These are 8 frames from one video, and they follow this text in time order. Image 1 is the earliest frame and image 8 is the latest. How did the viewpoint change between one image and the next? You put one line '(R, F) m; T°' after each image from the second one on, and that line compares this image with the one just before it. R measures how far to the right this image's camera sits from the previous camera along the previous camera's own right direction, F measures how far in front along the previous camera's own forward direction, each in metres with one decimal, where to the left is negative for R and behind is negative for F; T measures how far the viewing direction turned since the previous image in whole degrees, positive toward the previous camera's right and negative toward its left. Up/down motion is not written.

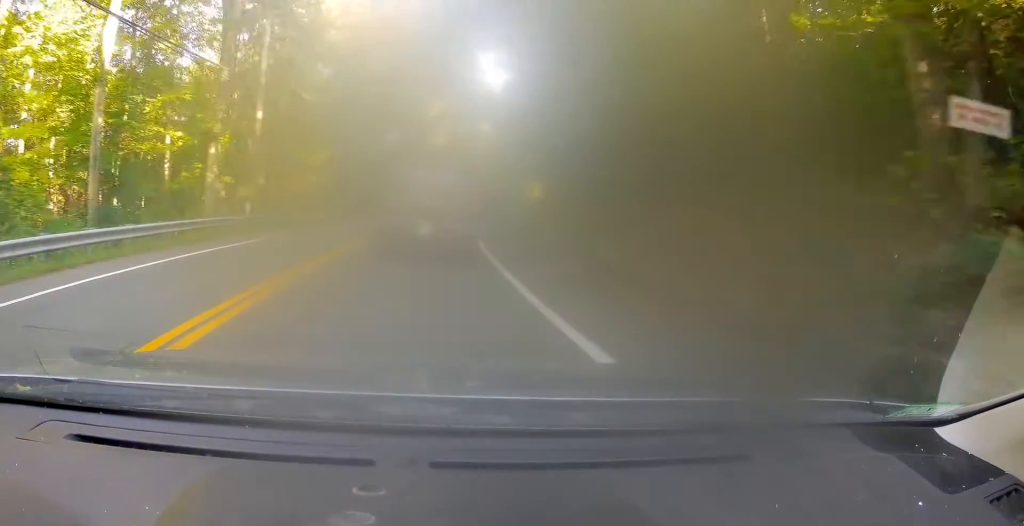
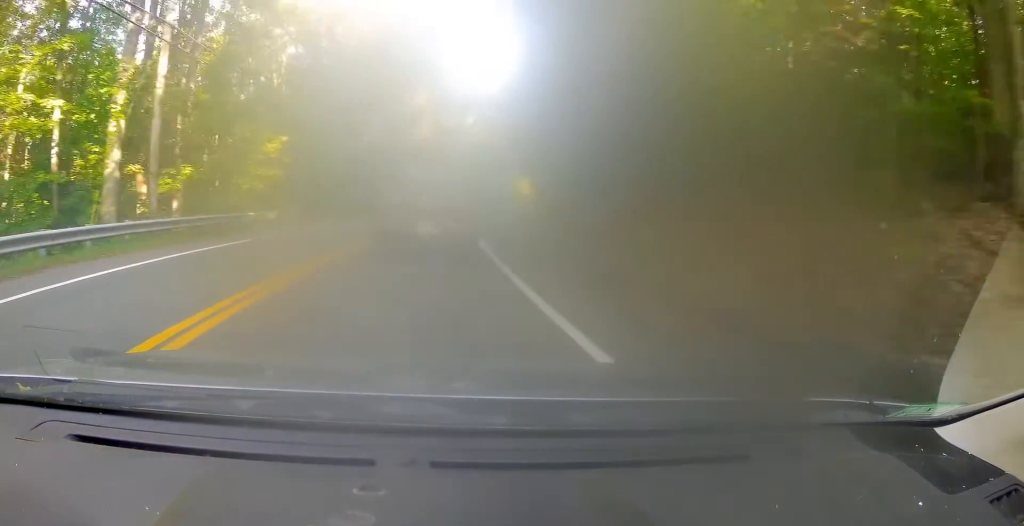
(+0.2, +8.5) m; +1°
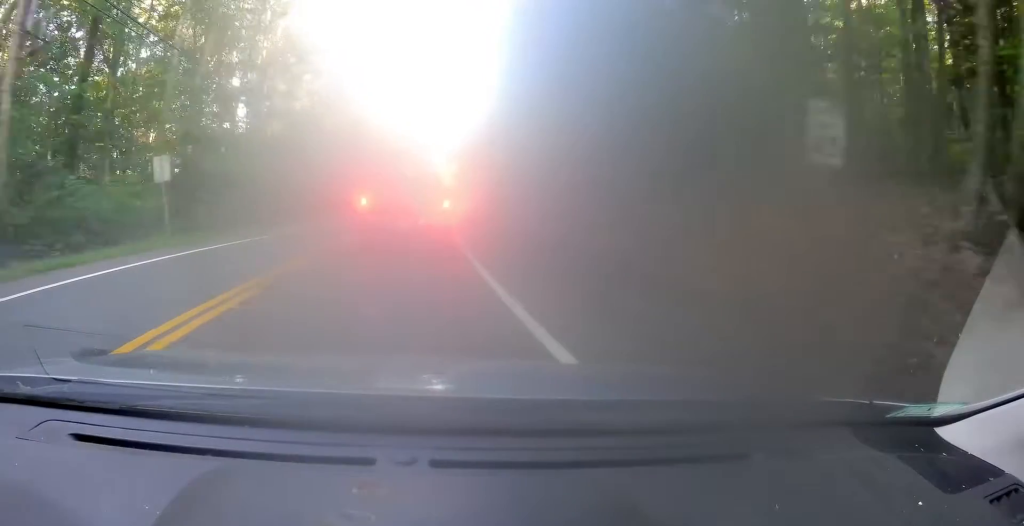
(+1.9, +43.9) m; +6°
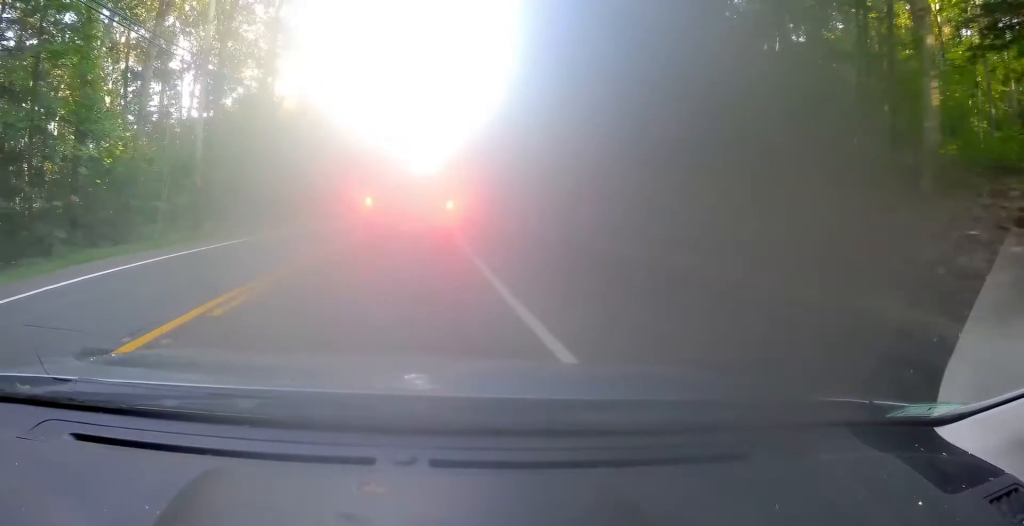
(+0.3, +17.3) m; +3°
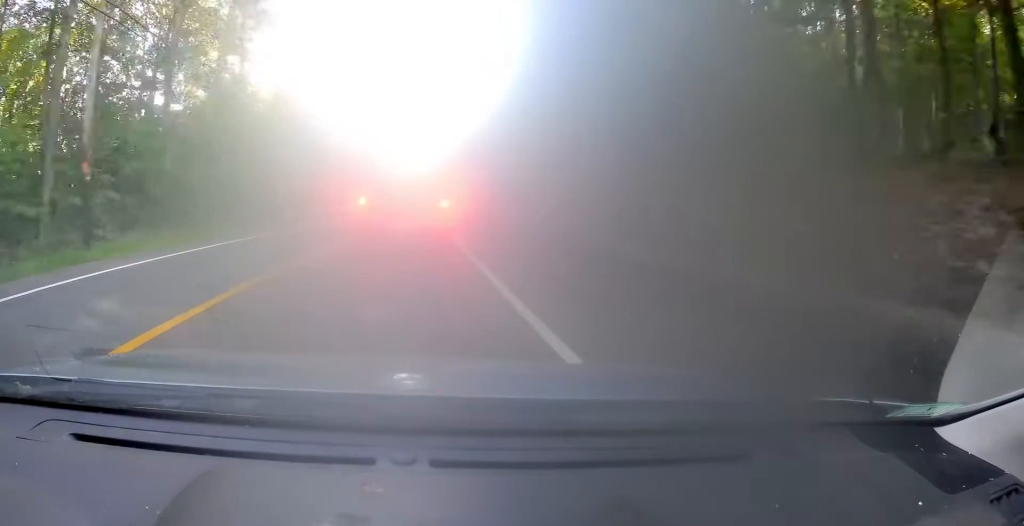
(+0.3, +8.3) m; +1°
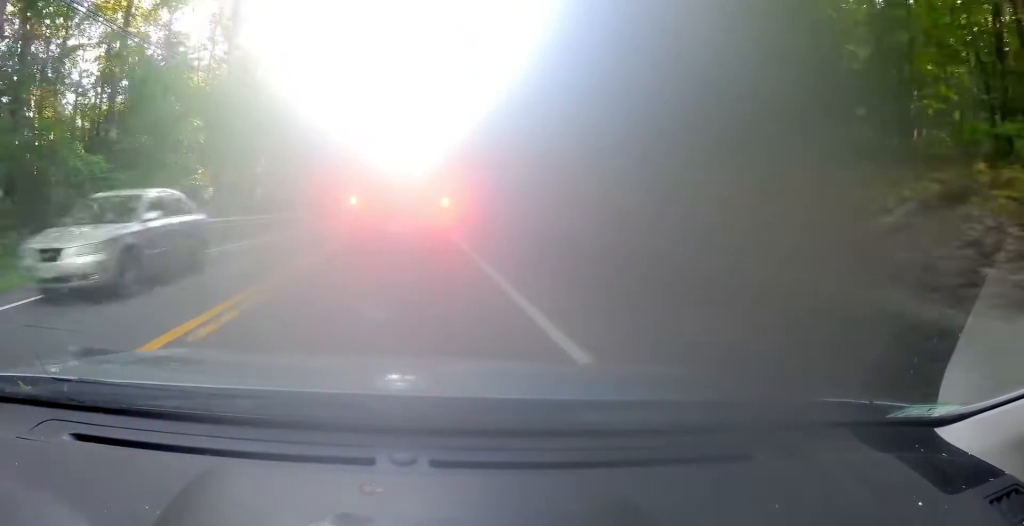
(+0.3, +18.9) m; +1°
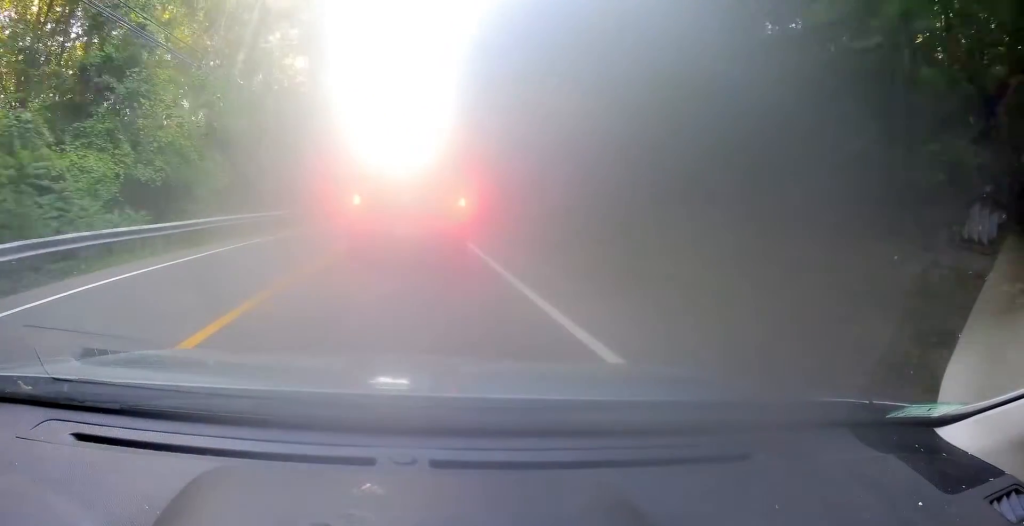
(+0.8, +34.4) m; +3°
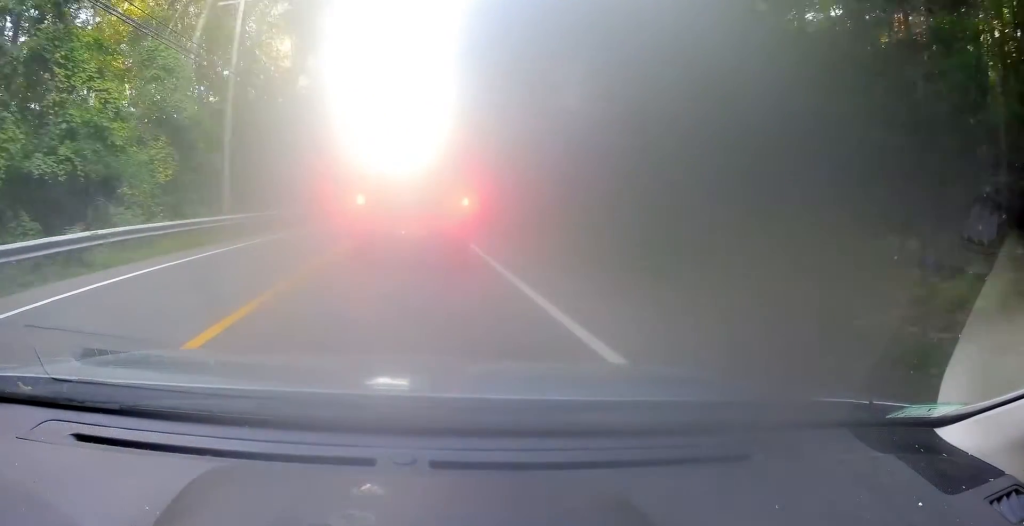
(+0.2, +8.1) m; 0°
